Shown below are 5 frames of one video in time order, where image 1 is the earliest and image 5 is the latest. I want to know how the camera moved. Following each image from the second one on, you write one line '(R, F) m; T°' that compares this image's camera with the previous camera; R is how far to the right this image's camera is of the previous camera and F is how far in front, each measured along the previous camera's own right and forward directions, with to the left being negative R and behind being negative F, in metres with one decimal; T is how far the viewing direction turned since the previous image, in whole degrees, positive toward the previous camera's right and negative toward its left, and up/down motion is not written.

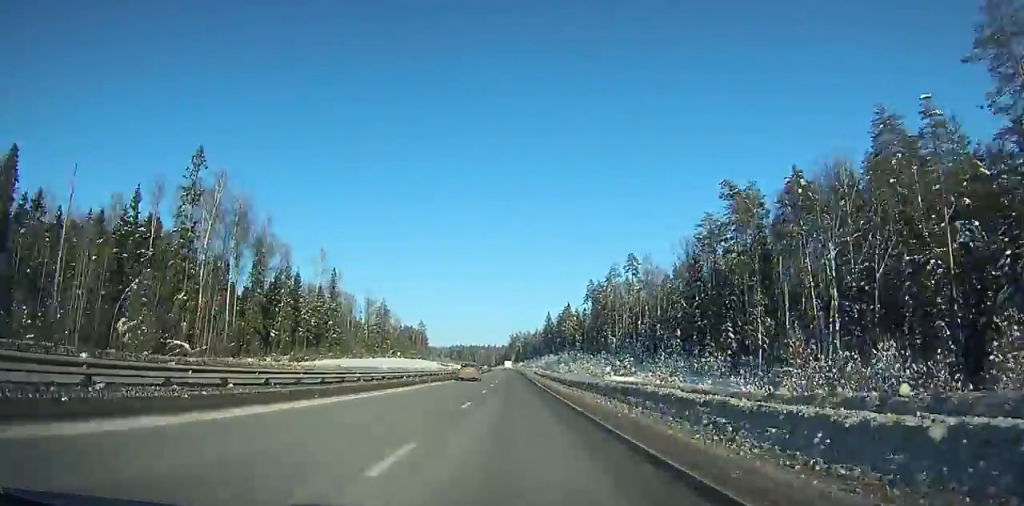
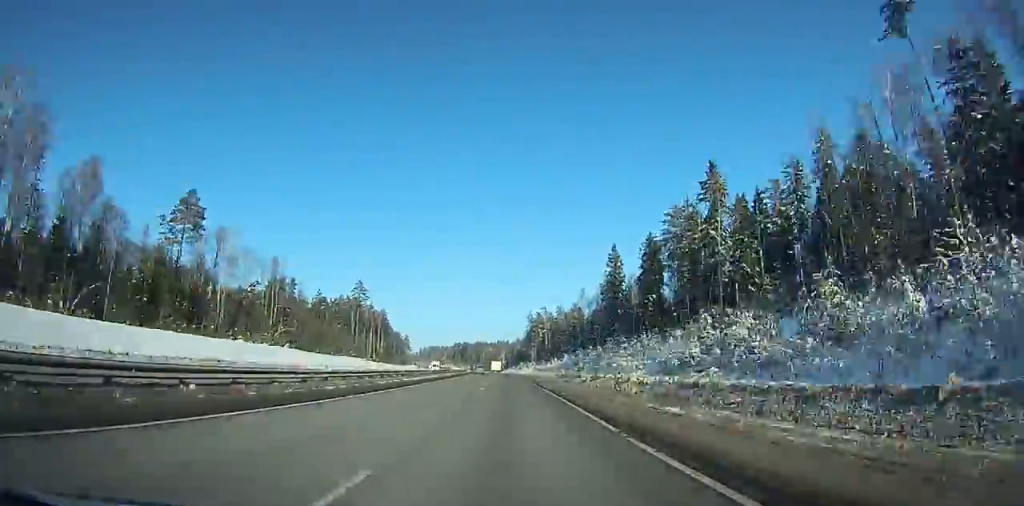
(+17.3, +196.2) m; +6°
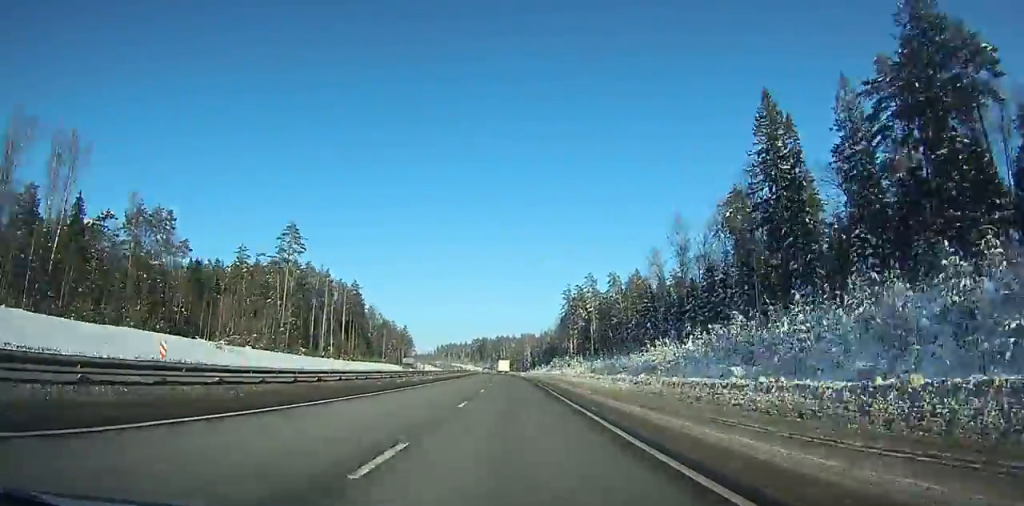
(-4.8, +91.8) m; -5°
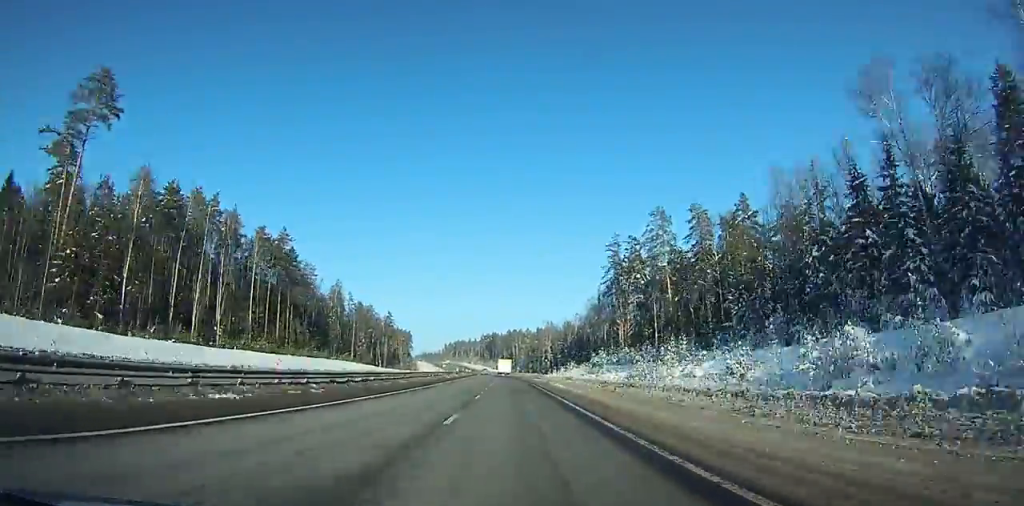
(-2.2, +75.5) m; -2°
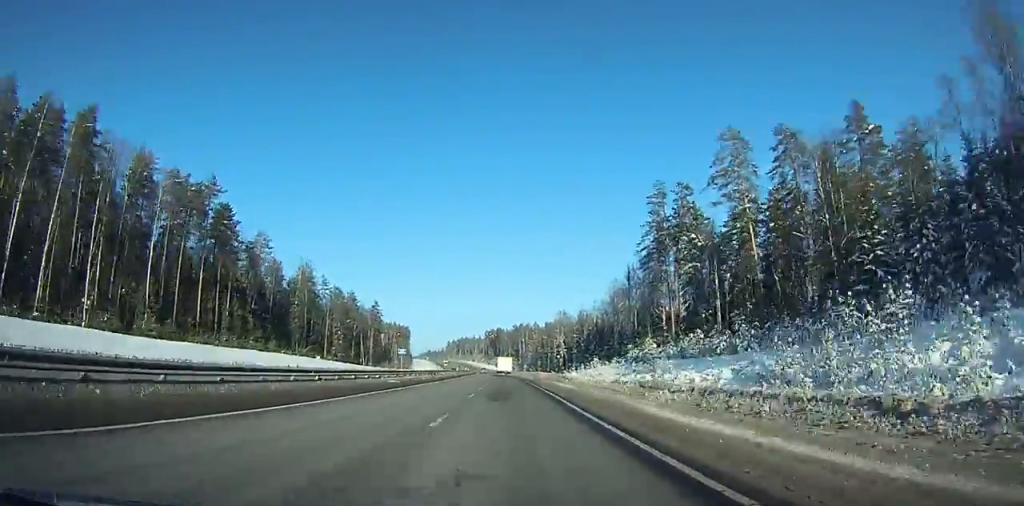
(-0.3, +37.8) m; 0°
